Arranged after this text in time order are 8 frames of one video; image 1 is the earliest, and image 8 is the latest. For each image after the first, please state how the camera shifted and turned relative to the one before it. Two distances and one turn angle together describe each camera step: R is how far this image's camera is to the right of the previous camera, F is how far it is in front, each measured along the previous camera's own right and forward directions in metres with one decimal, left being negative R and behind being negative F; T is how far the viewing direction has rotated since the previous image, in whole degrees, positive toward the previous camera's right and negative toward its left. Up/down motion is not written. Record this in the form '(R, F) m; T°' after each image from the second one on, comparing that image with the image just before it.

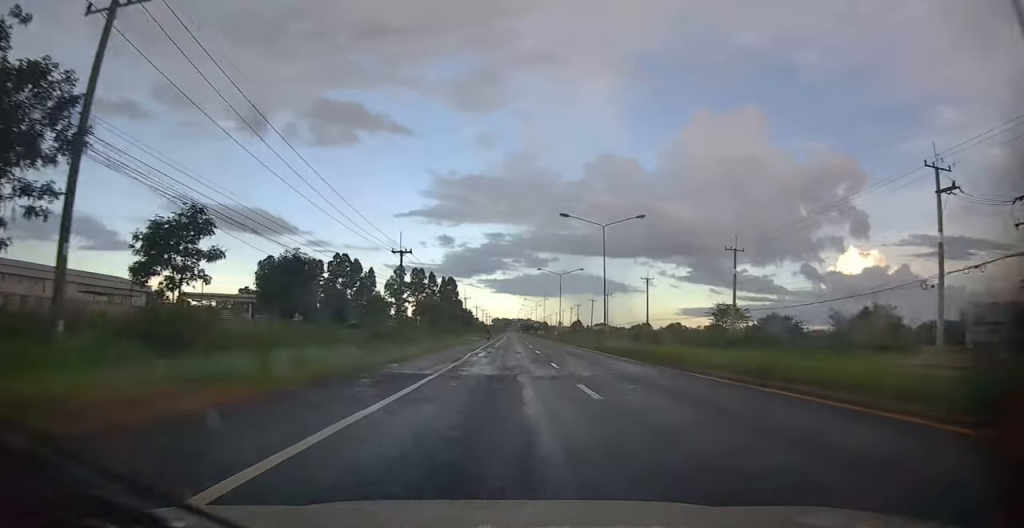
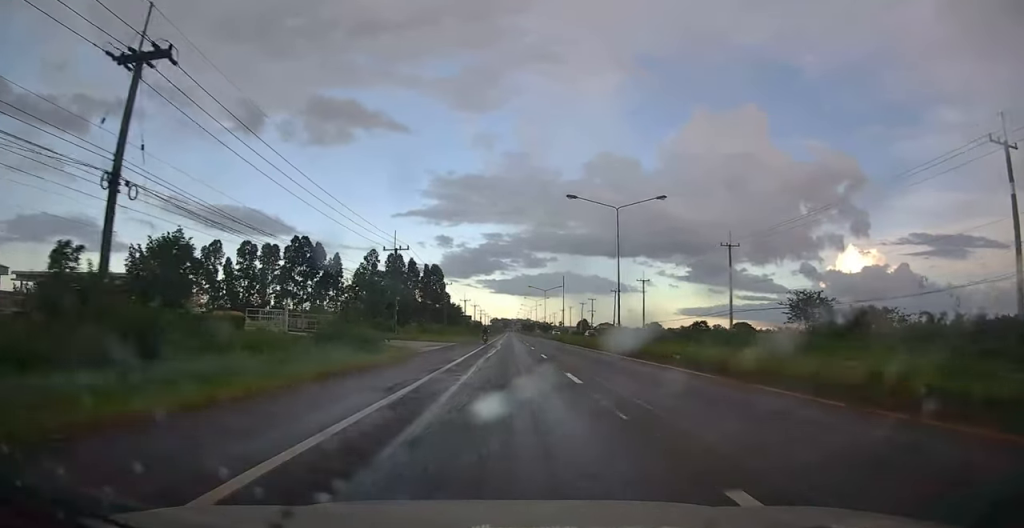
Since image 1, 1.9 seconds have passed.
(+0.8, +42.4) m; +2°
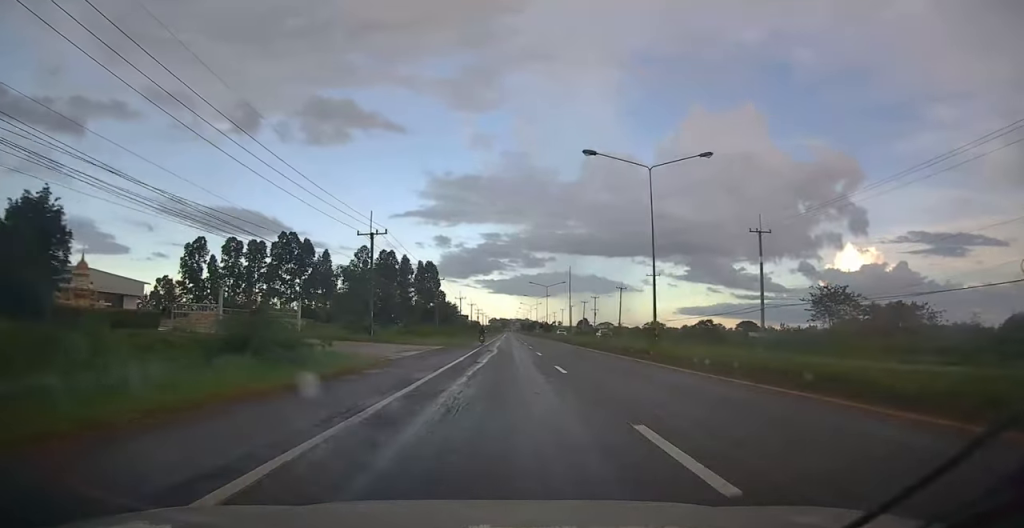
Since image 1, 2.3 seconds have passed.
(0.0, +9.1) m; 0°
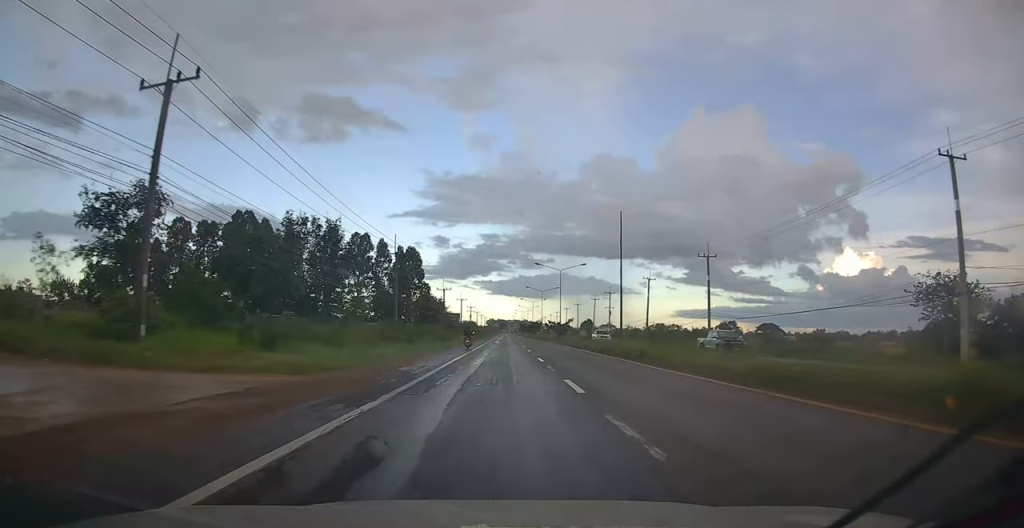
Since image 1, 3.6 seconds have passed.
(0.0, +29.2) m; 0°
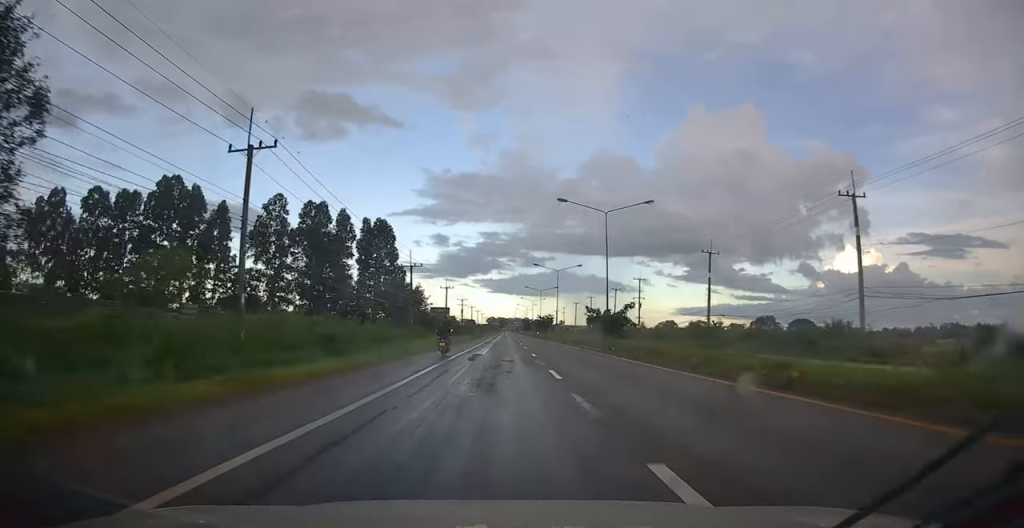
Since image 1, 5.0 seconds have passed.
(-0.7, +33.3) m; -2°
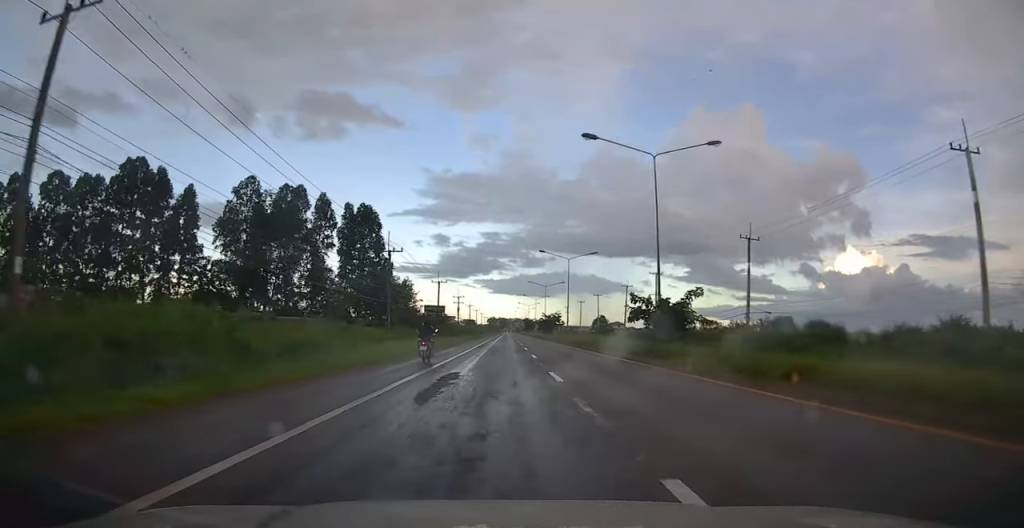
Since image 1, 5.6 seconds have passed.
(-0.3, +12.5) m; 0°
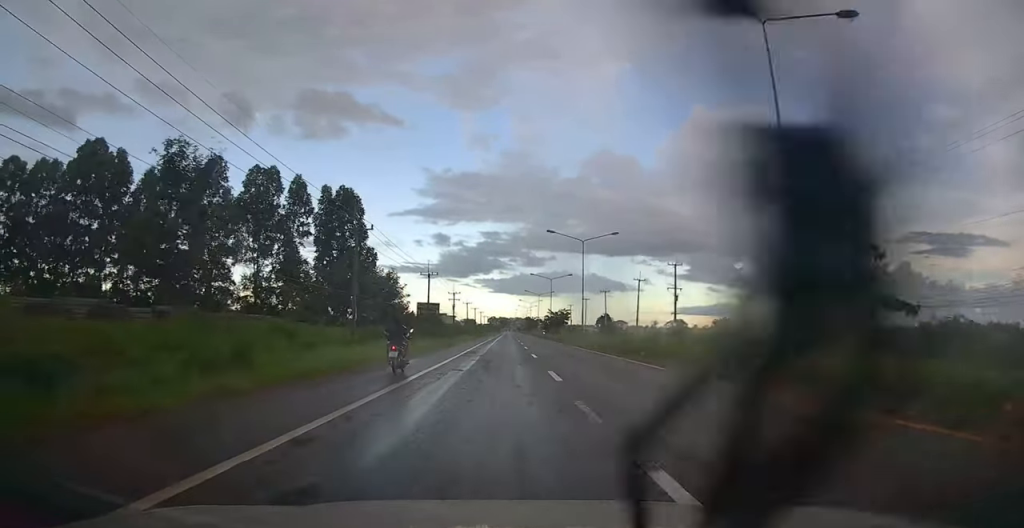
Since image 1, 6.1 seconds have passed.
(+0.4, +11.8) m; +1°
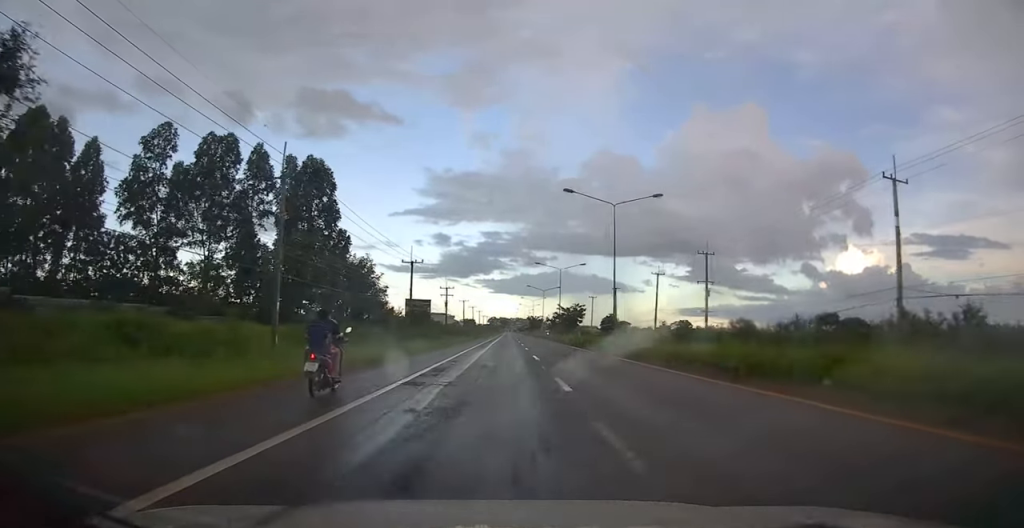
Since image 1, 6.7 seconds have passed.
(+0.2, +14.5) m; +1°
